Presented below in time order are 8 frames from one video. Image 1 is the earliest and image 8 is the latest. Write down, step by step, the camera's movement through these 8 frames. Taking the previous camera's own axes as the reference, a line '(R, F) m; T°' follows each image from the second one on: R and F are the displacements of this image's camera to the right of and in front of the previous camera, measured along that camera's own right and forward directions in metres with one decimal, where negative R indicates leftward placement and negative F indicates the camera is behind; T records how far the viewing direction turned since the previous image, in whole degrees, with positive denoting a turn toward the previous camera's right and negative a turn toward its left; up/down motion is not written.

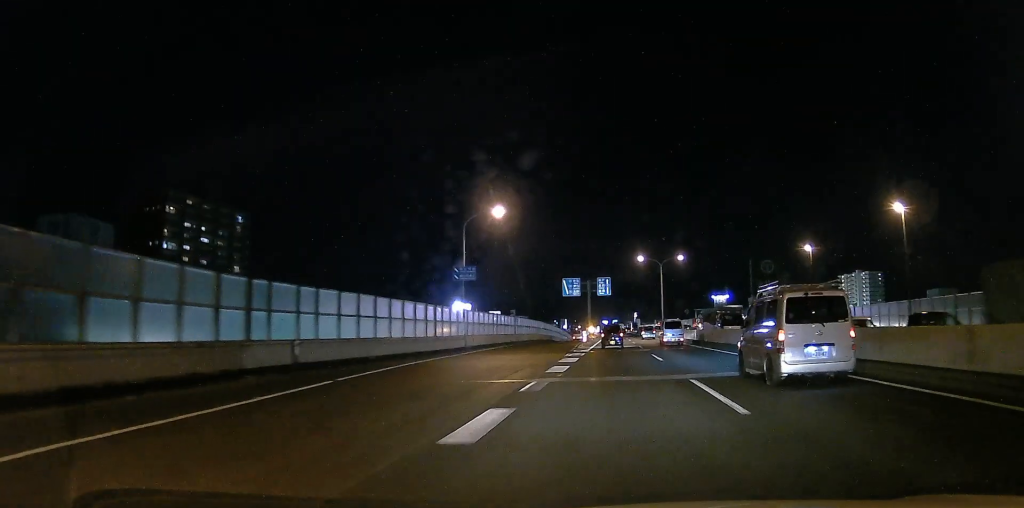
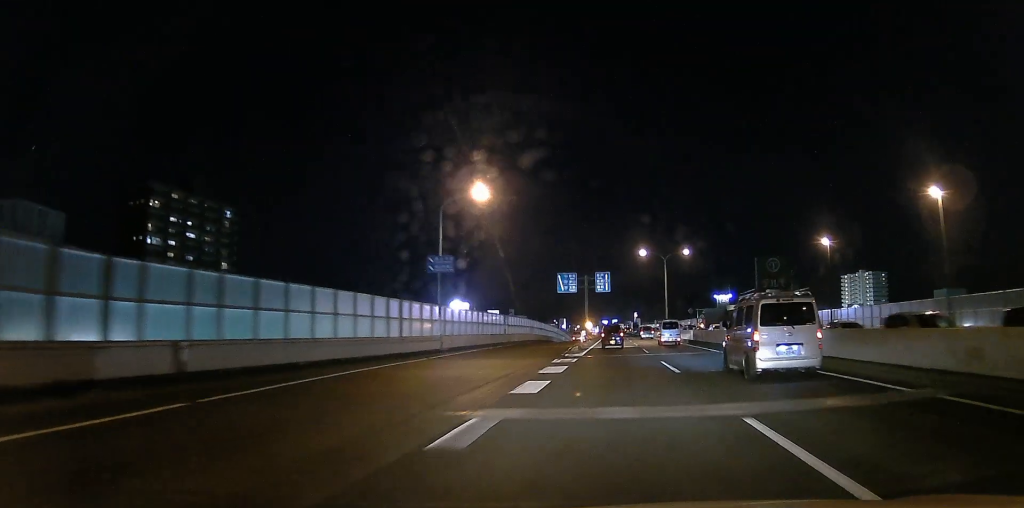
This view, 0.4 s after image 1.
(-0.1, +6.3) m; 0°
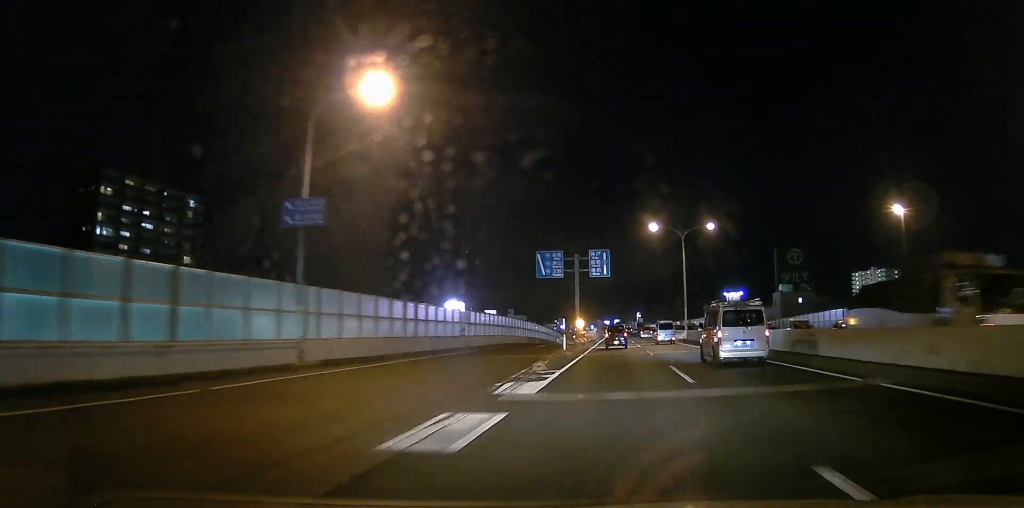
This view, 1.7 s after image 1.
(0.0, +17.9) m; 0°
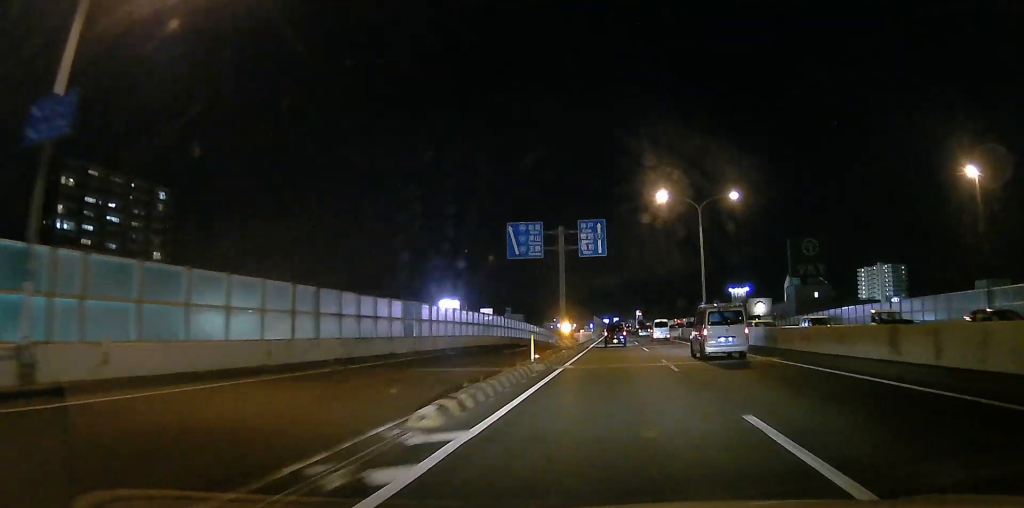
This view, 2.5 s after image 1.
(0.0, +11.8) m; 0°
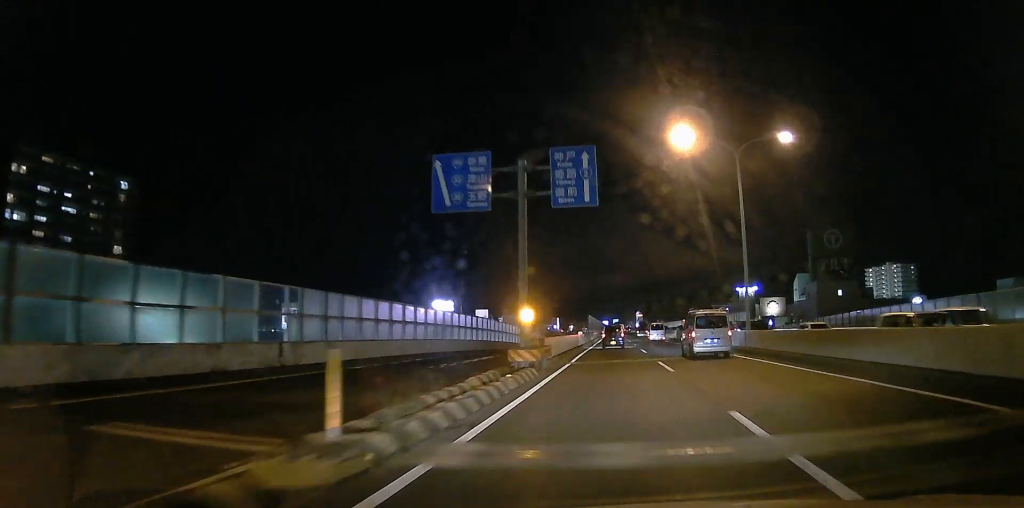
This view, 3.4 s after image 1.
(-0.1, +14.2) m; -1°
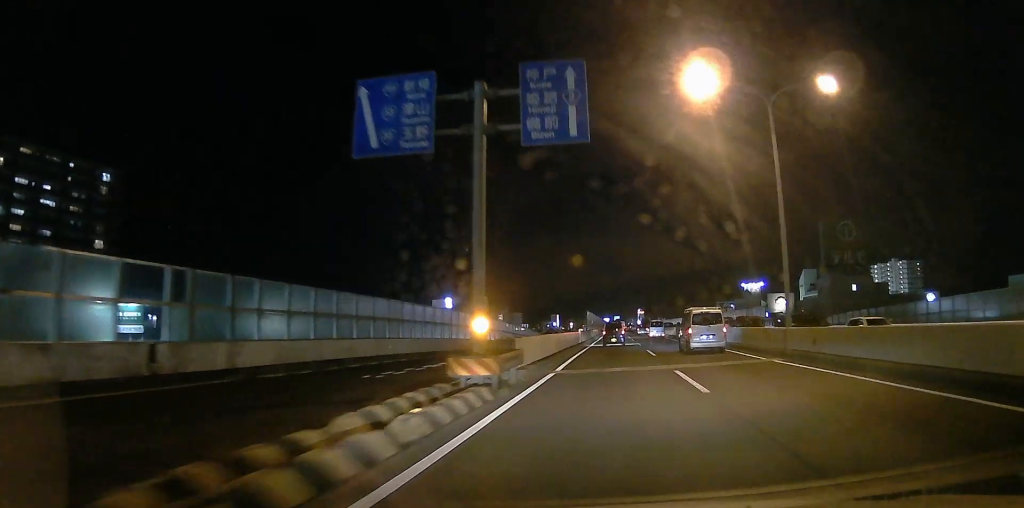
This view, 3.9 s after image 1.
(0.0, +6.6) m; 0°
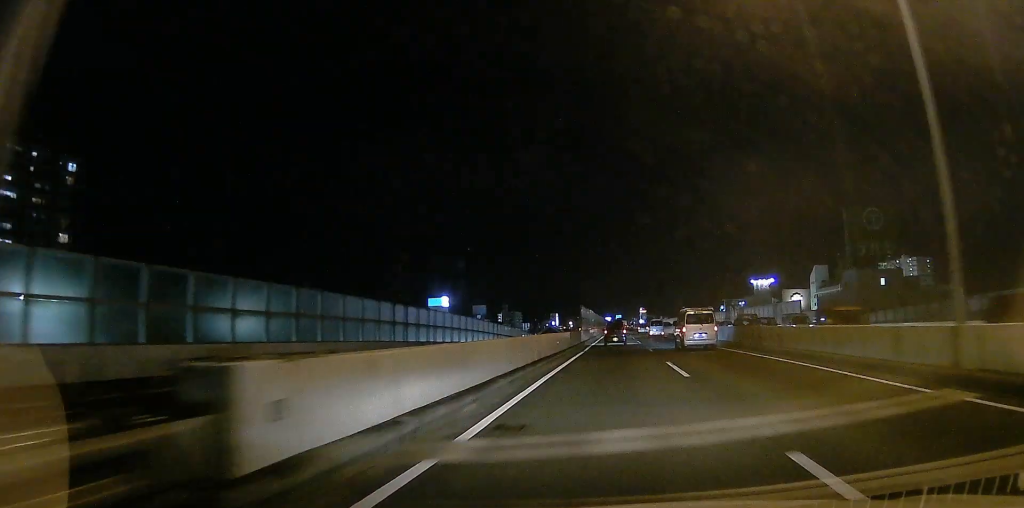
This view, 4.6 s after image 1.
(0.0, +11.4) m; 0°
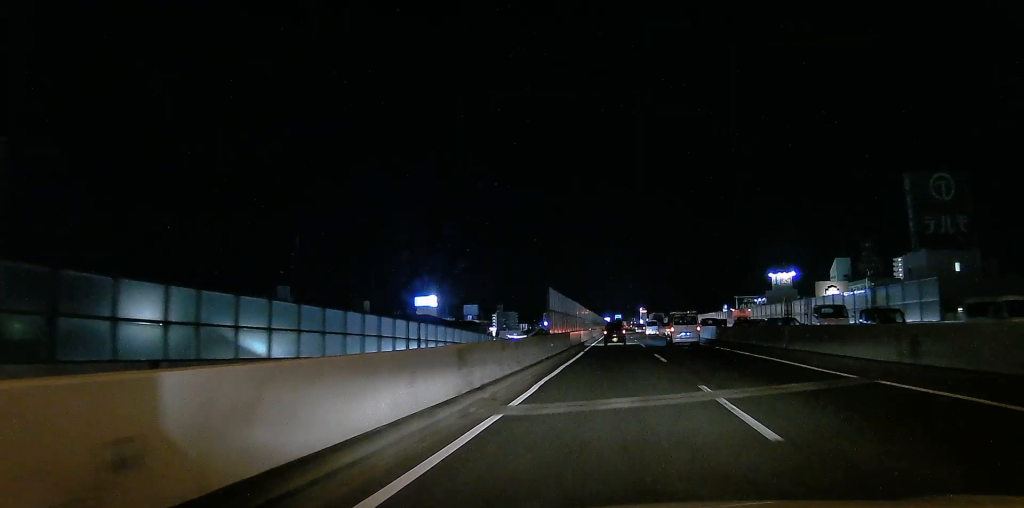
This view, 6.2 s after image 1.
(+0.3, +23.1) m; 0°
